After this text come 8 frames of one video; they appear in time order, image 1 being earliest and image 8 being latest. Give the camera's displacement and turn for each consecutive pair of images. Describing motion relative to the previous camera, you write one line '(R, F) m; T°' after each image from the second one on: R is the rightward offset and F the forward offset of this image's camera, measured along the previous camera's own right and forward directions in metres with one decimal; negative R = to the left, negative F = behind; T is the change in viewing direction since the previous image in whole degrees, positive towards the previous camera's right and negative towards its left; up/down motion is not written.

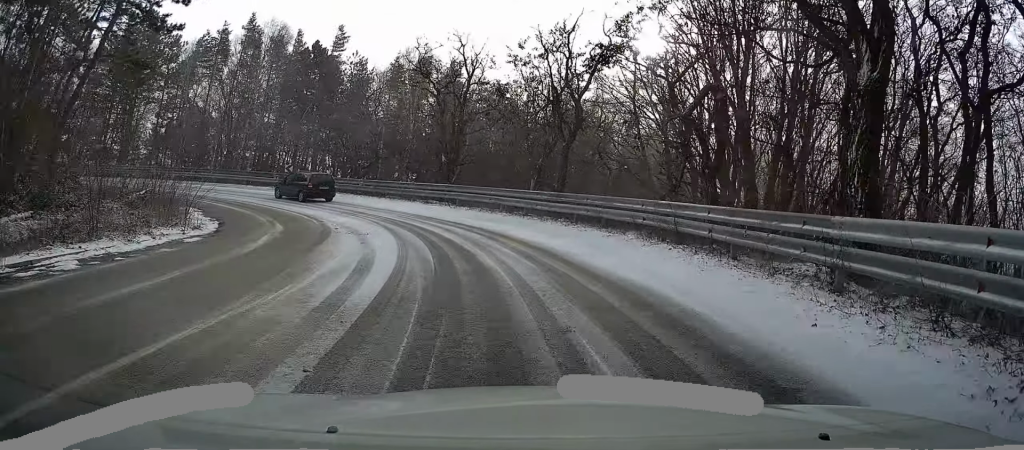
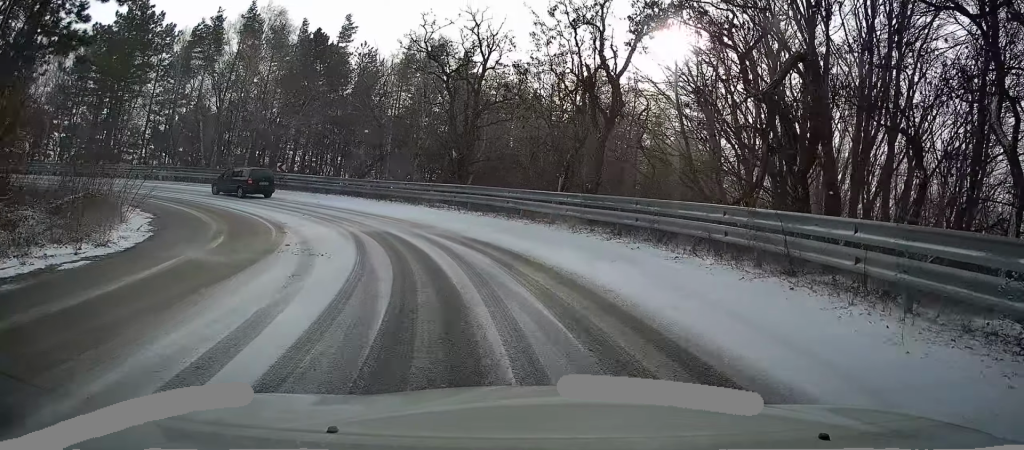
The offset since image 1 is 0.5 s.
(+0.1, +5.4) m; -1°
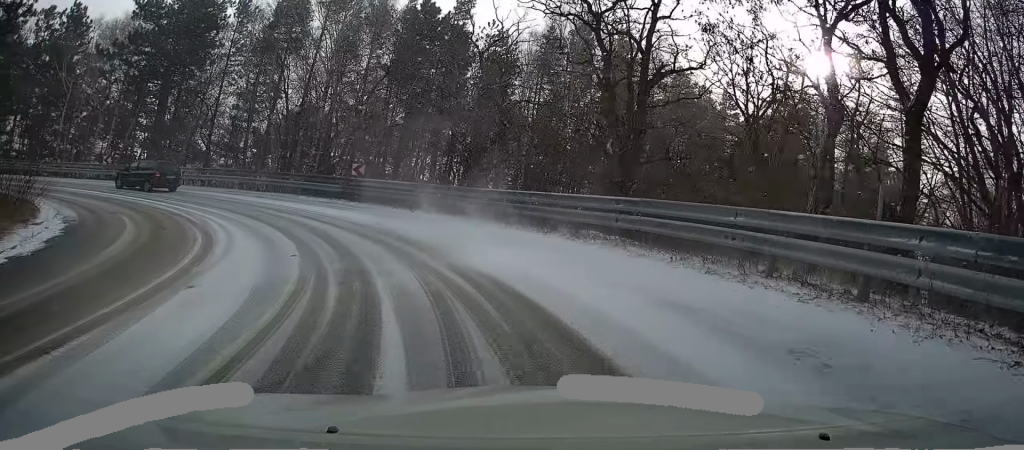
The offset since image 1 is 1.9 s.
(-1.3, +11.9) m; -17°
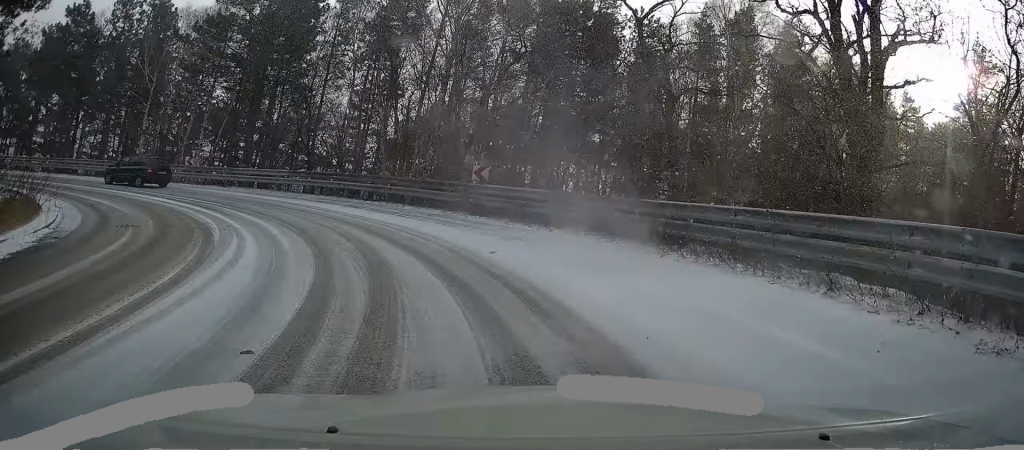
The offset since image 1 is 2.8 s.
(-0.7, +6.4) m; -12°
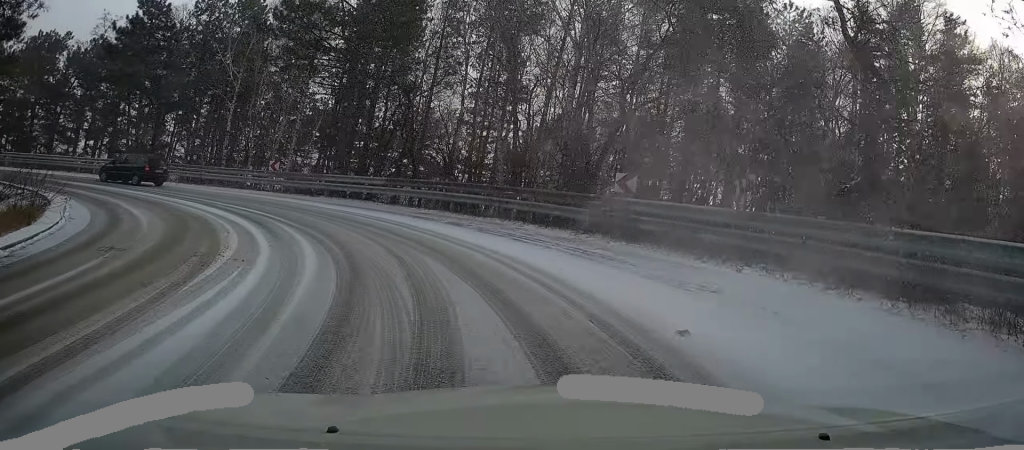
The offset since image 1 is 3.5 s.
(-0.7, +5.5) m; -7°
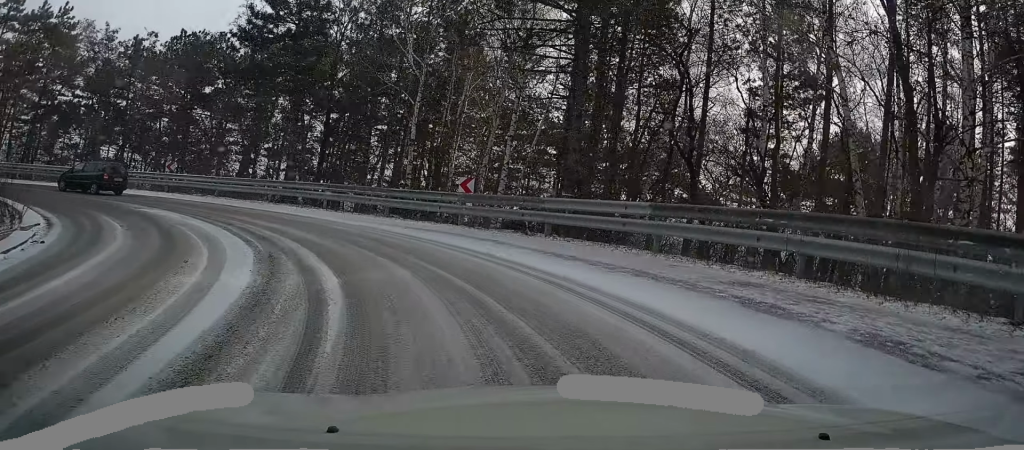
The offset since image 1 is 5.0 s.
(-1.2, +12.0) m; -16°
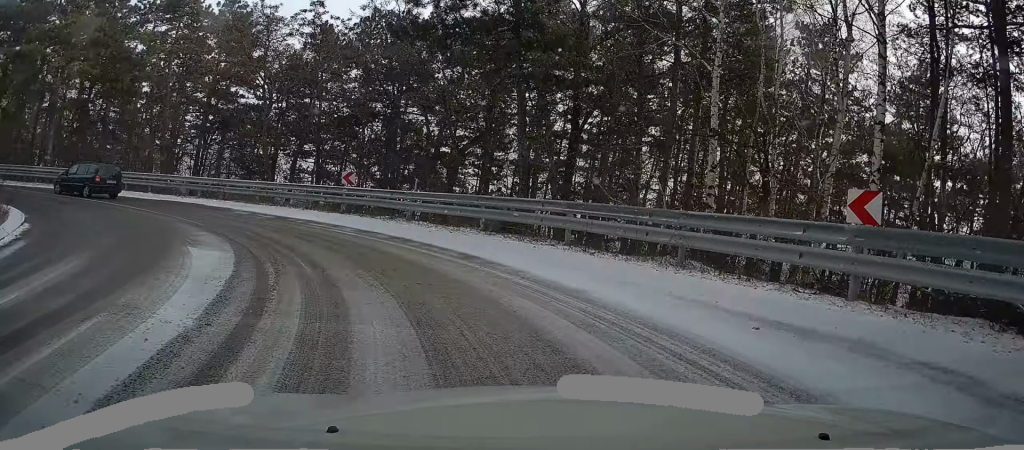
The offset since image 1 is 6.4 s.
(-1.6, +10.4) m; -20°
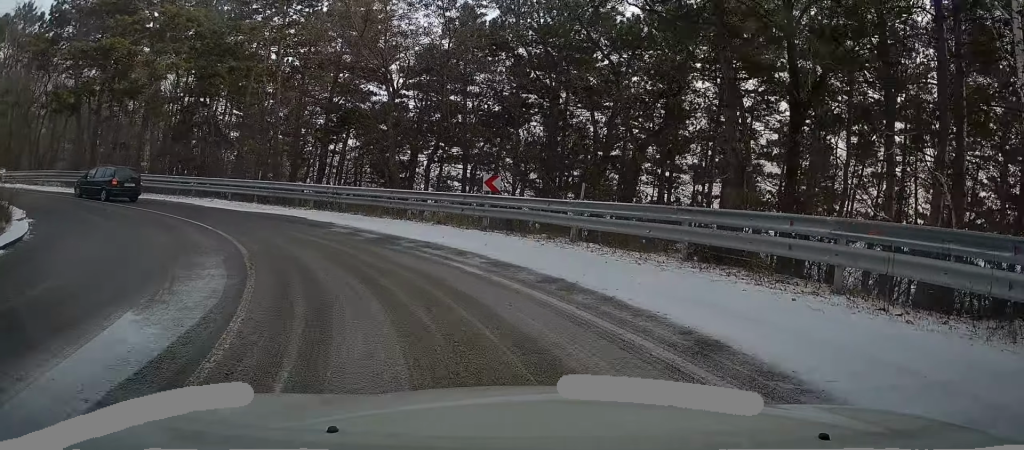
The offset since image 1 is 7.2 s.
(-0.8, +5.1) m; -19°
